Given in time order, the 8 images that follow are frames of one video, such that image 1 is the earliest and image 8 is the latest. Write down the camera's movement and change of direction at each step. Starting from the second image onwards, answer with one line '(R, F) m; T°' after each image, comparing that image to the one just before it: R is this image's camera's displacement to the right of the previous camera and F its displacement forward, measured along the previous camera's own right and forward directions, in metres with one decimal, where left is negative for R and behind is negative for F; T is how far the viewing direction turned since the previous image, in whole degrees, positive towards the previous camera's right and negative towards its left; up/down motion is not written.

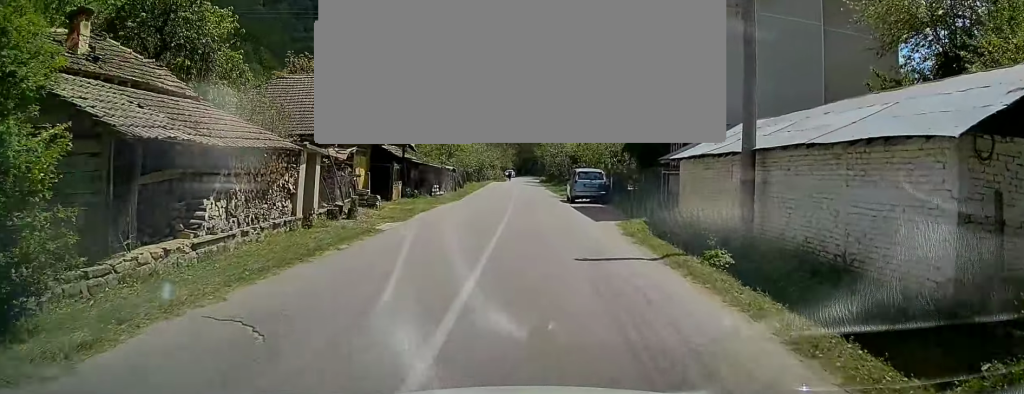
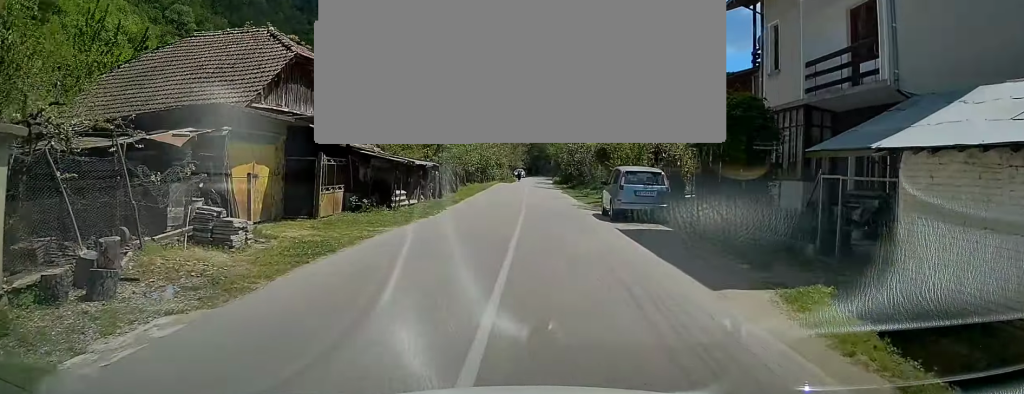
(-0.1, +11.5) m; -3°
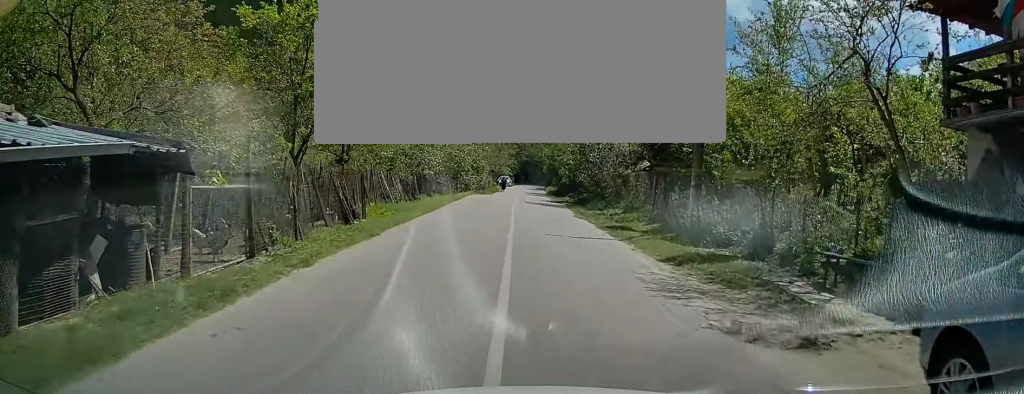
(-0.5, +19.2) m; -1°
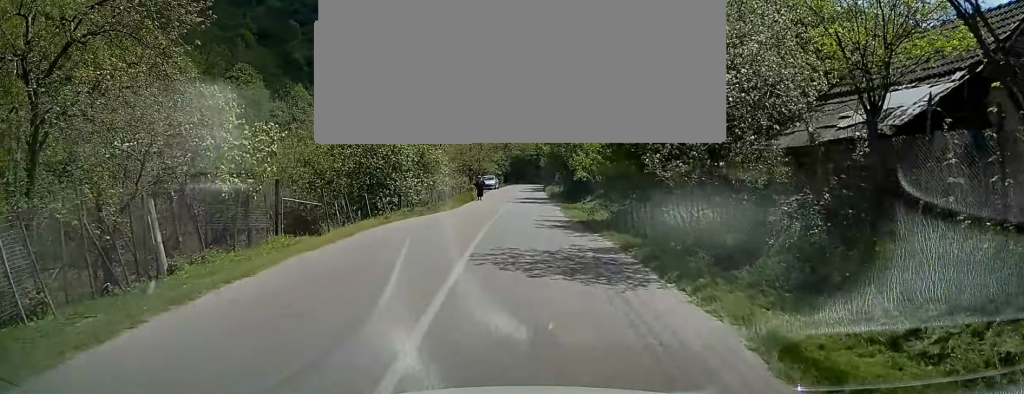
(+0.1, +23.2) m; +1°
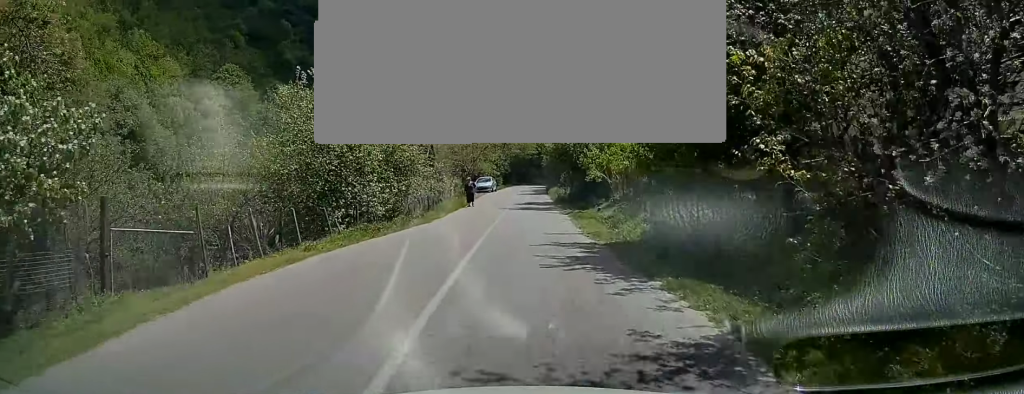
(+0.1, +6.7) m; 0°
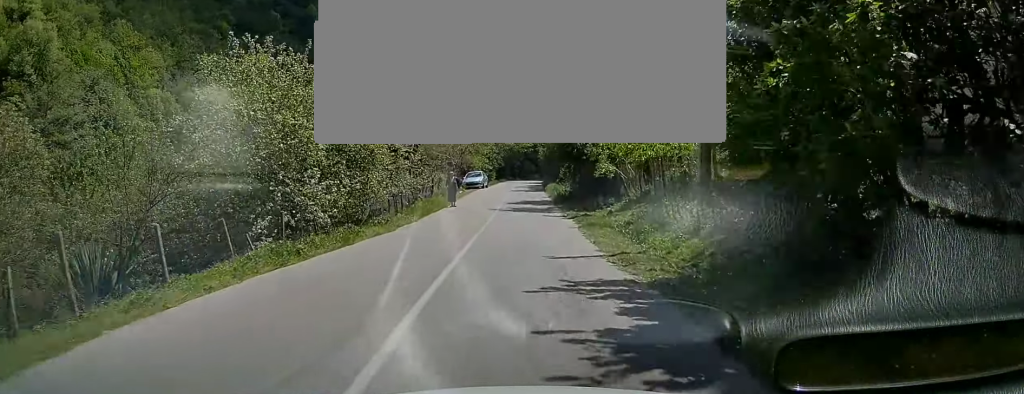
(0.0, +5.6) m; +1°
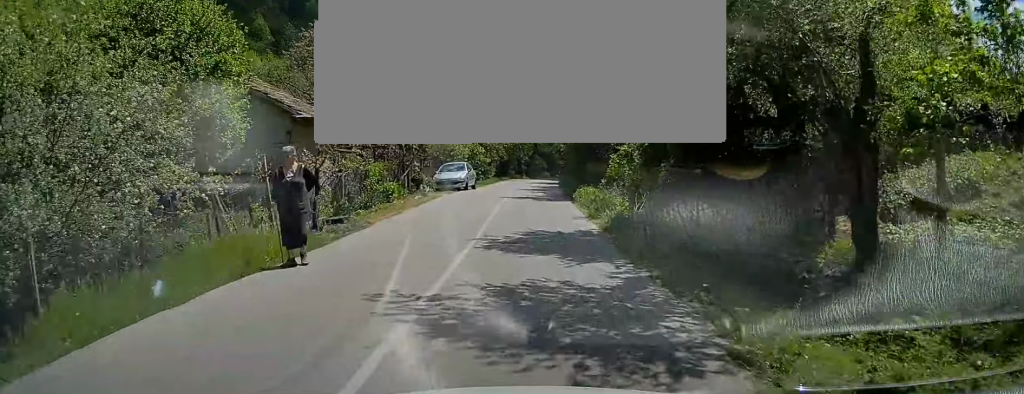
(+0.5, +20.2) m; +1°
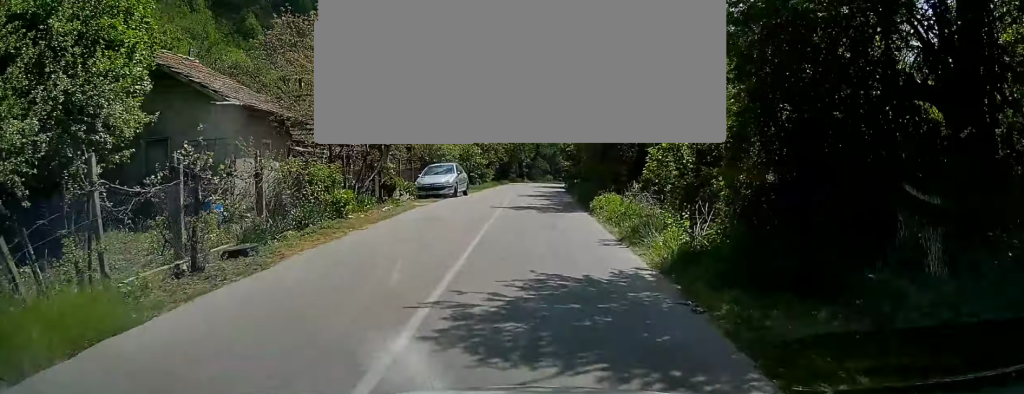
(-0.2, +5.6) m; -1°
